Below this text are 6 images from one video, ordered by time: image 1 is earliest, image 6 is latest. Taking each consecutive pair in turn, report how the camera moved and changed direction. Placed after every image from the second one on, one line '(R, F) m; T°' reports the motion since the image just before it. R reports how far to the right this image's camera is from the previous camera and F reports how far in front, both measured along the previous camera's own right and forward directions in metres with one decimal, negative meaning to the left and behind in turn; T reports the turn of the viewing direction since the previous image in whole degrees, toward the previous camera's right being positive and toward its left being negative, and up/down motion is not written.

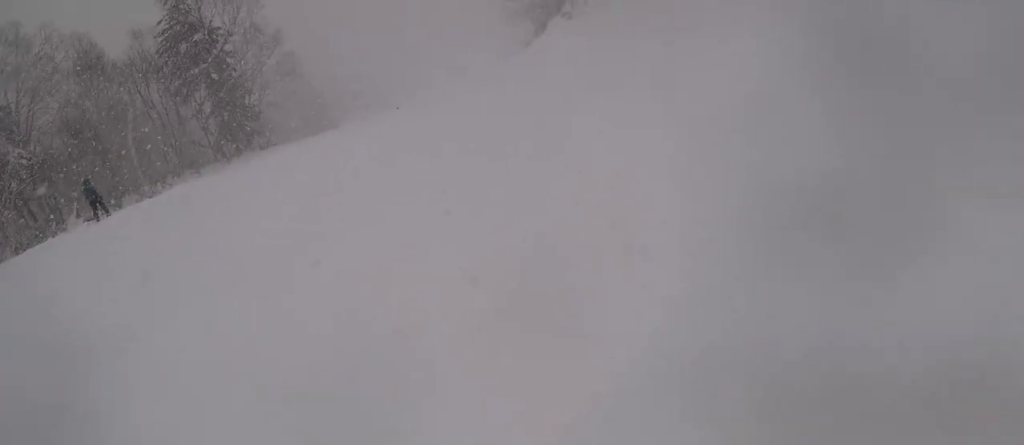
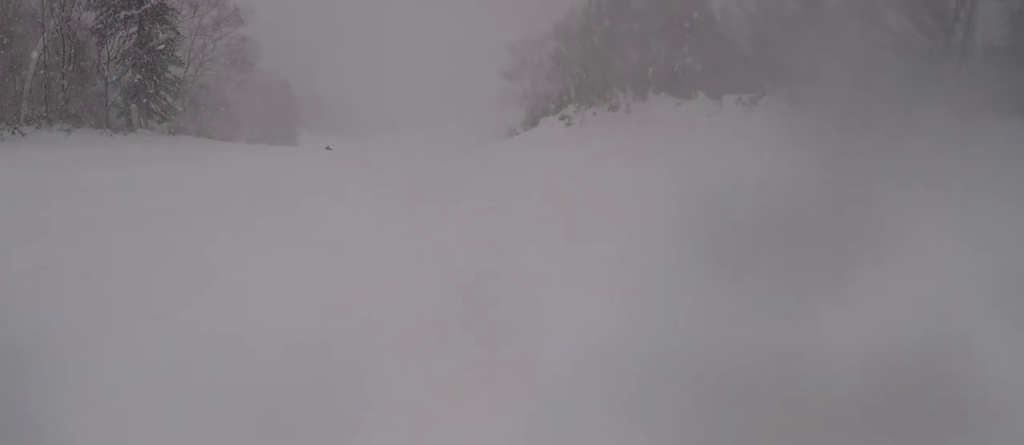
(-1.1, +10.9) m; -17°
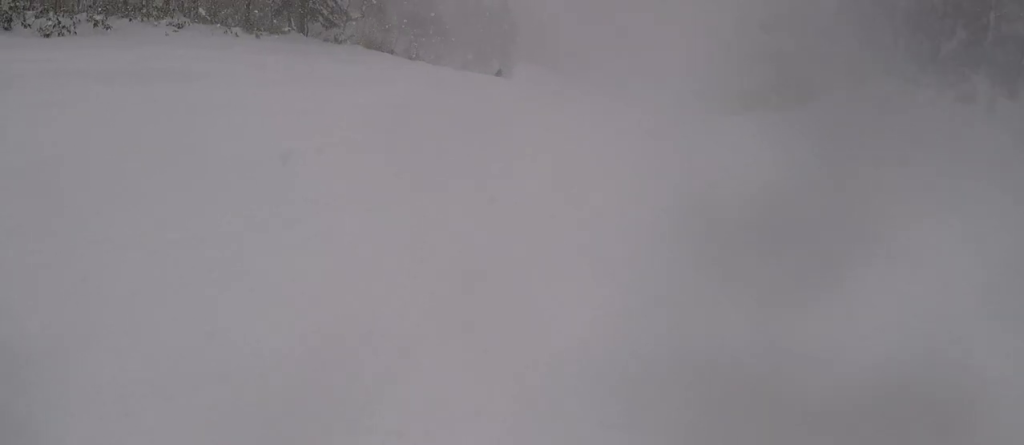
(-2.4, +12.1) m; -7°
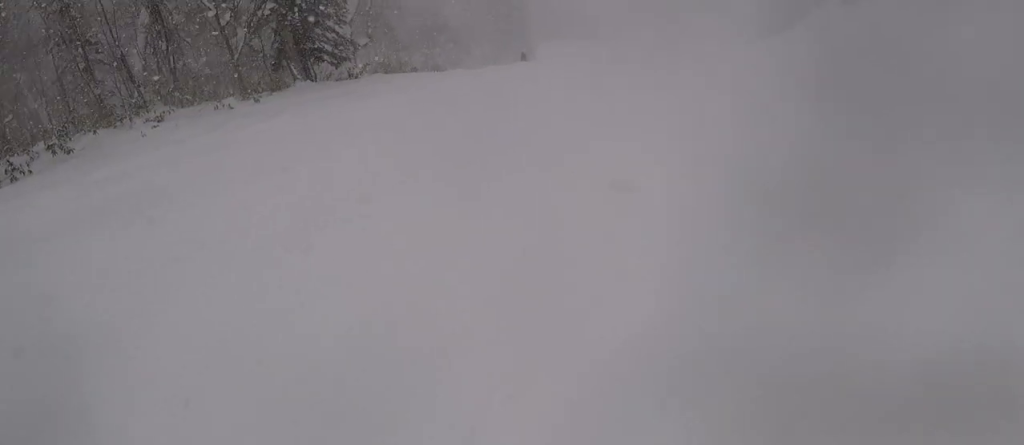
(+0.9, +6.0) m; +20°
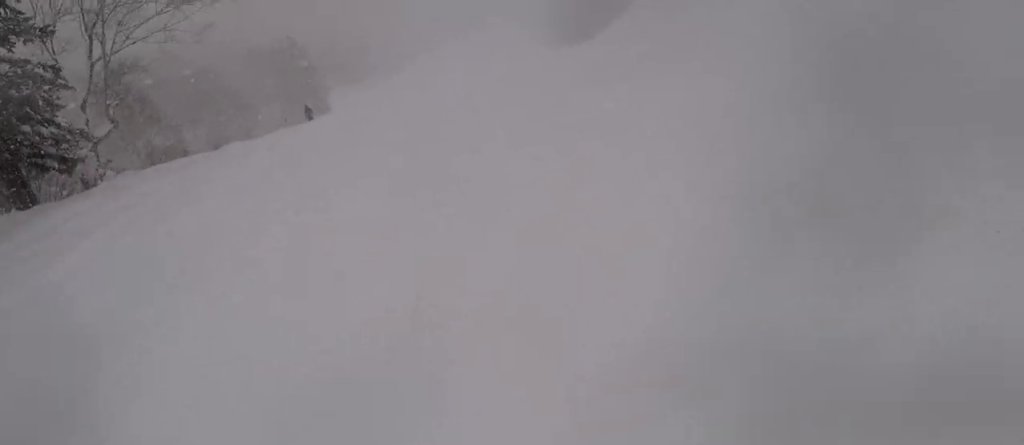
(+2.5, +7.8) m; +20°
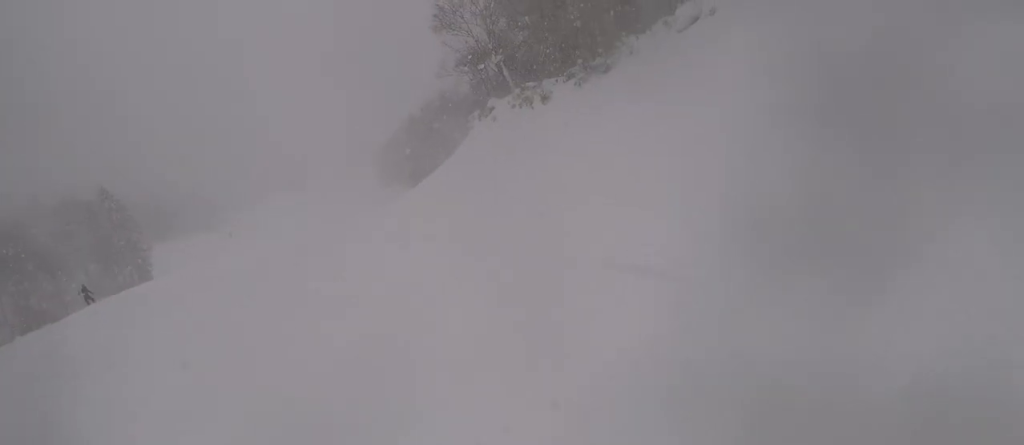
(+0.3, +6.4) m; -6°
